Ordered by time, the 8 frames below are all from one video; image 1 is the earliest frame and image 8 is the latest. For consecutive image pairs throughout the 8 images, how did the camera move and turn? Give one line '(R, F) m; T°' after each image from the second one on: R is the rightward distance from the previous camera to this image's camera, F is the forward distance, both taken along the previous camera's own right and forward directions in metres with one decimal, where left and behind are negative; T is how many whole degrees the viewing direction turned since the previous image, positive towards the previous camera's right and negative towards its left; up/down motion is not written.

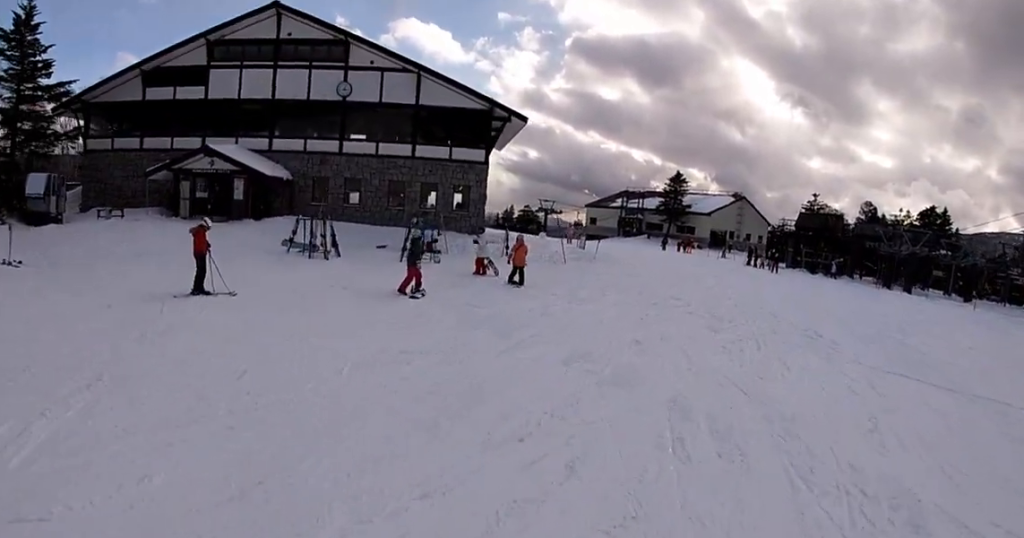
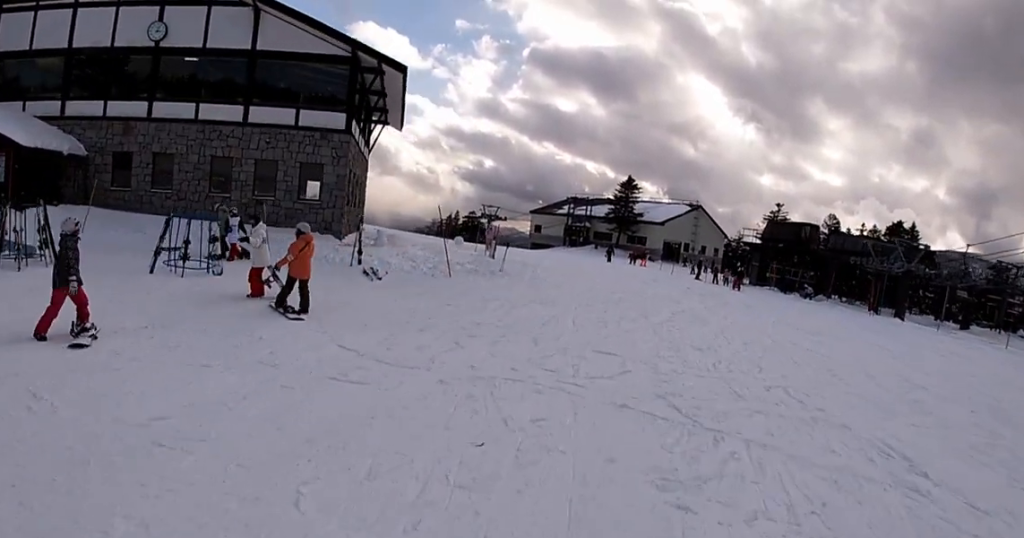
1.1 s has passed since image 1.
(+0.6, +9.0) m; +4°
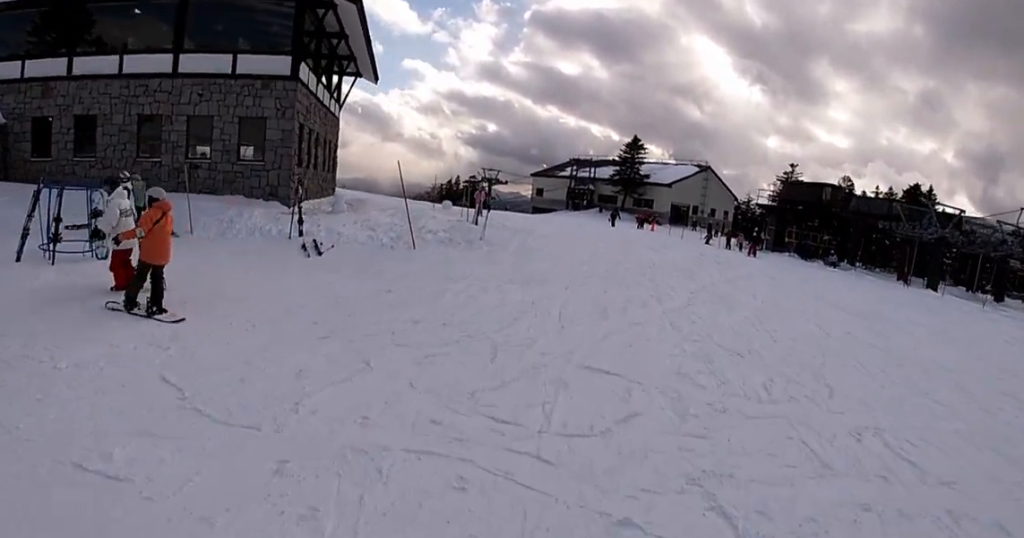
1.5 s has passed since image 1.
(0.0, +3.4) m; 0°
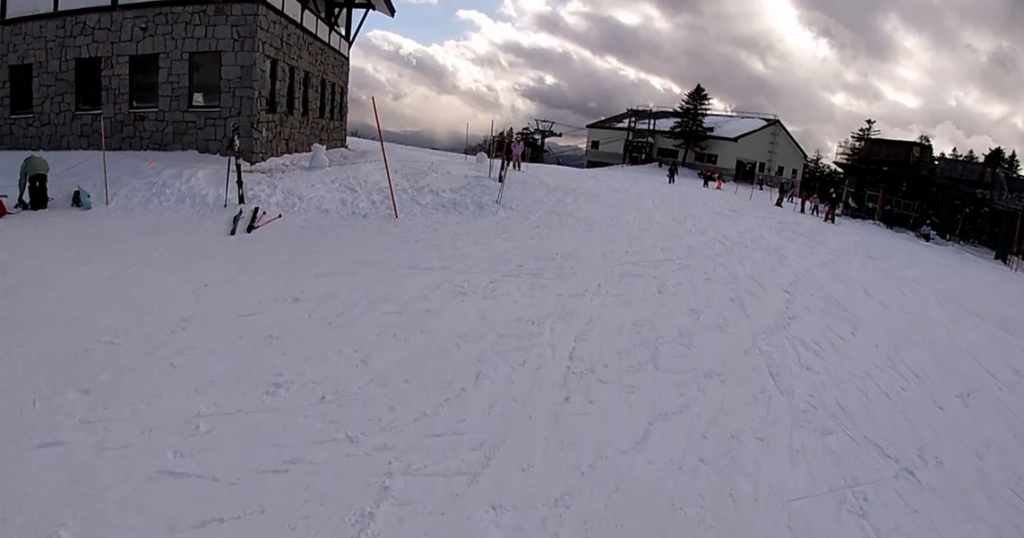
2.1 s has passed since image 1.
(0.0, +3.9) m; 0°
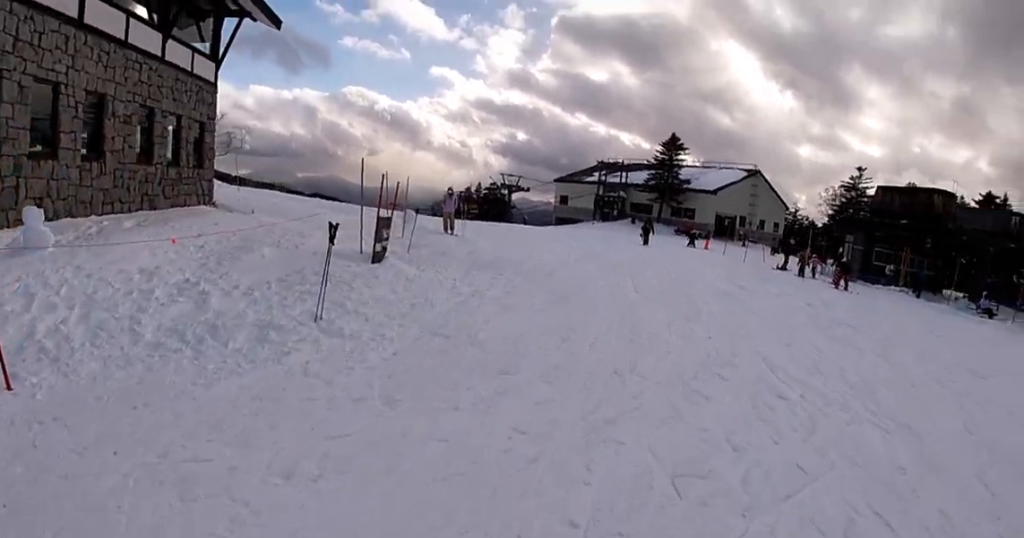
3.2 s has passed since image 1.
(-0.1, +7.0) m; -5°
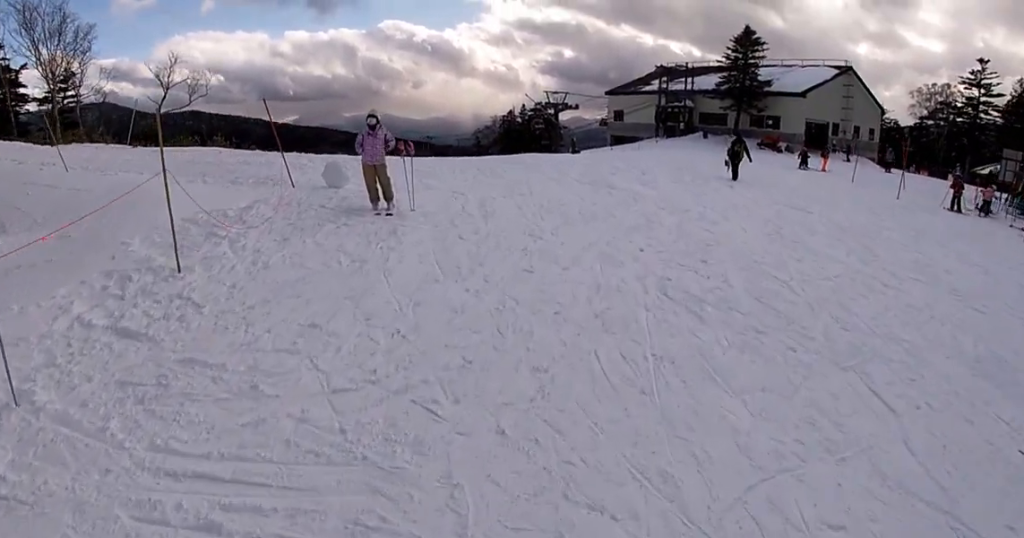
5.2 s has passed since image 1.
(-2.0, +10.2) m; -15°
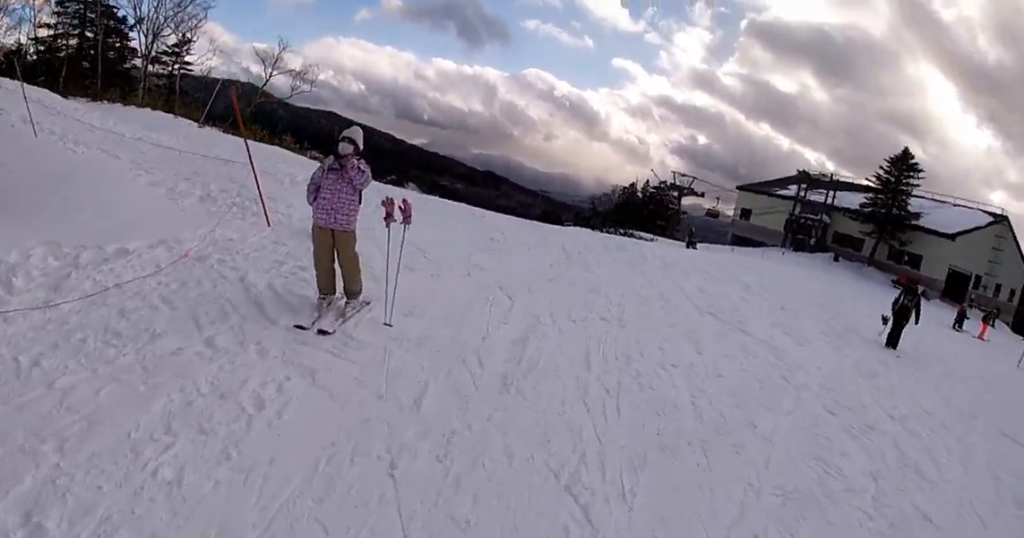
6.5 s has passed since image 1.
(+0.6, +4.8) m; +1°
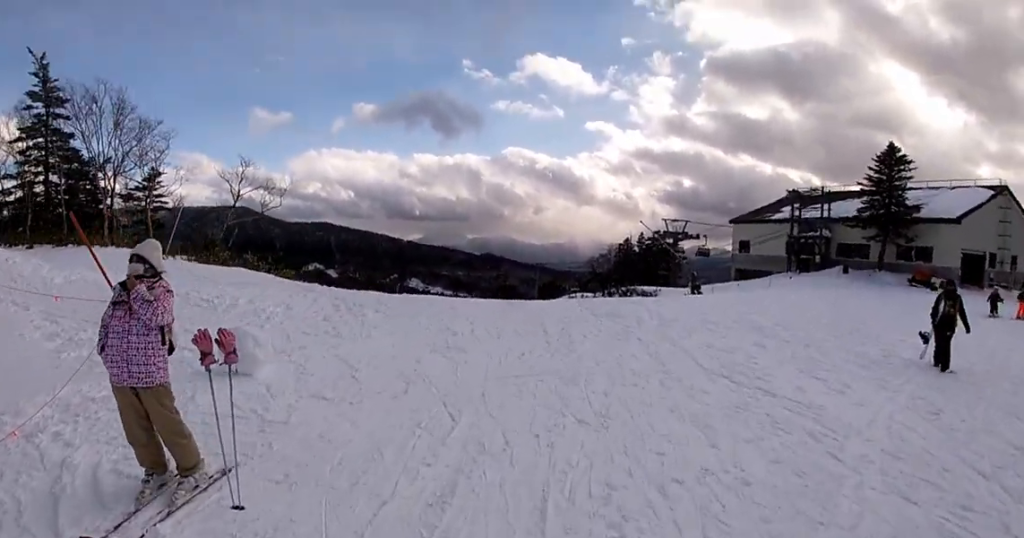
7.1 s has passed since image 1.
(-0.3, +1.8) m; -8°
